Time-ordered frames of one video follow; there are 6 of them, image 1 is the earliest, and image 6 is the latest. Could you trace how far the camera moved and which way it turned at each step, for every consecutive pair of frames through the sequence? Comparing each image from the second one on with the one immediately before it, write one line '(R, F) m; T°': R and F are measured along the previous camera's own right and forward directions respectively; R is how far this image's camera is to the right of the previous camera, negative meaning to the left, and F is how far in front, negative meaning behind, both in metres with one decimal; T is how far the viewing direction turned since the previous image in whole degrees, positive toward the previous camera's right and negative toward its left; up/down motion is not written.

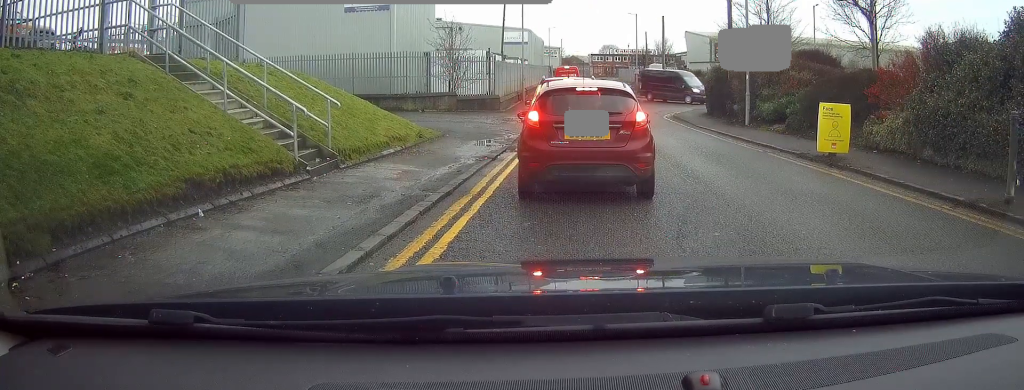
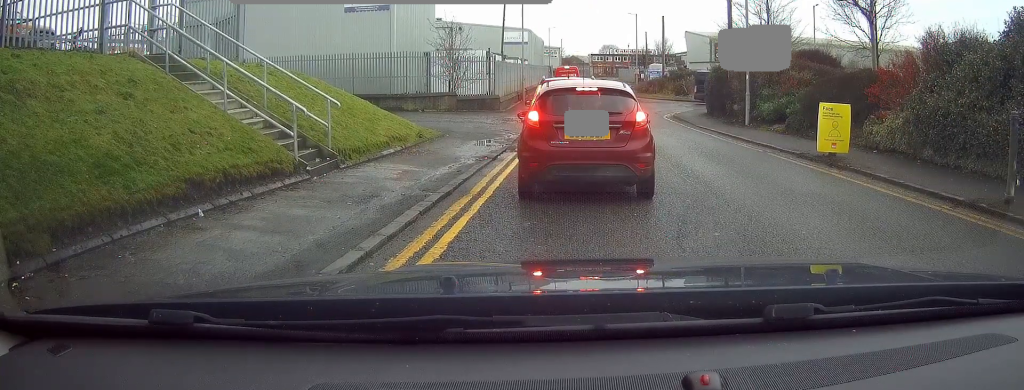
(0.0, 0.0) m; 0°
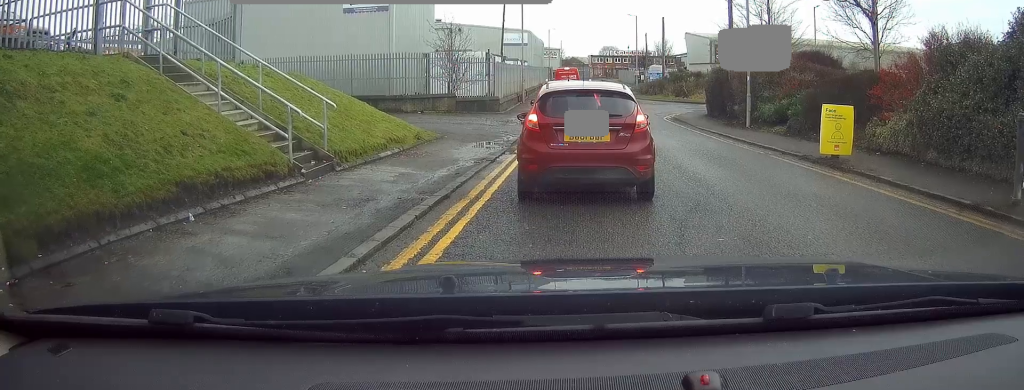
(0.0, +0.3) m; 0°
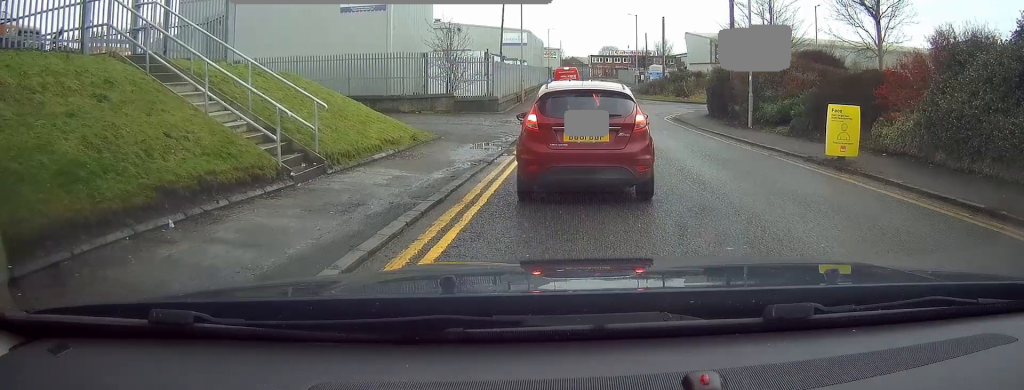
(0.0, +0.4) m; -1°
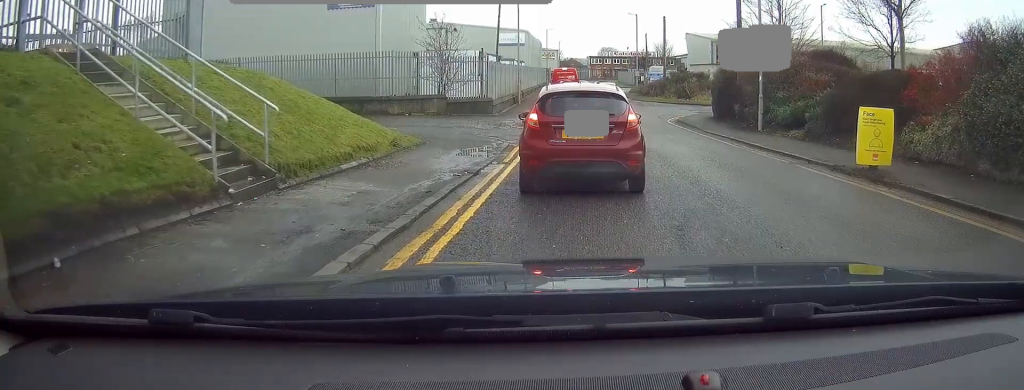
(-0.1, +2.1) m; -2°
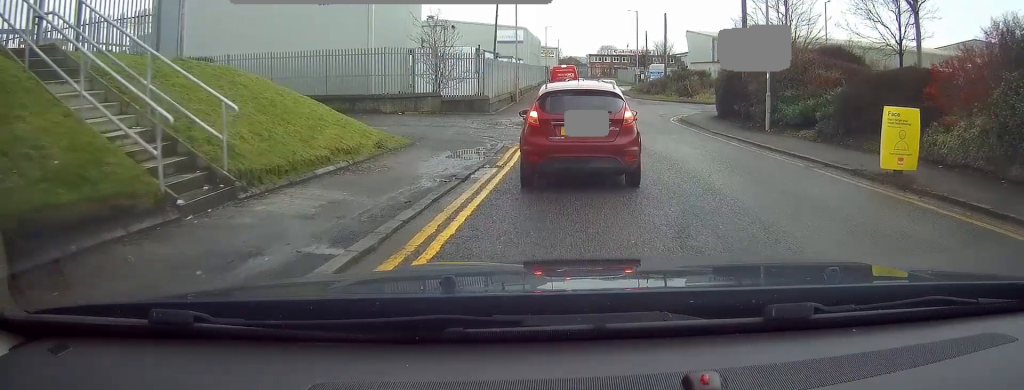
(0.0, +1.1) m; +1°
